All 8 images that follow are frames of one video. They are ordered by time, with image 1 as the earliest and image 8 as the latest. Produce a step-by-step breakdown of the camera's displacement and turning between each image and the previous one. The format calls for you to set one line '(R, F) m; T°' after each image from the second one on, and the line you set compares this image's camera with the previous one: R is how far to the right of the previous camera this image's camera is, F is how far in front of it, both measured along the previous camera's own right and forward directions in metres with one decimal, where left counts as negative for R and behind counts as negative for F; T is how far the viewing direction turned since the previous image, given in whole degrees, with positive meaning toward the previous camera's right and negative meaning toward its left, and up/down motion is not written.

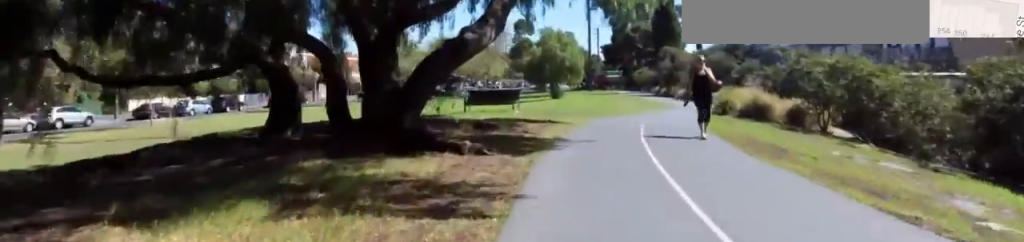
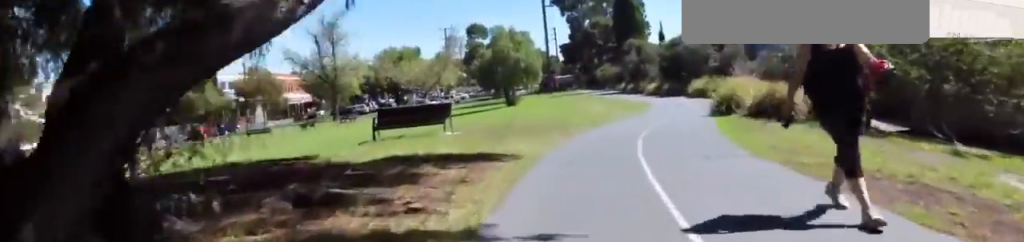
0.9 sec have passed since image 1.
(-0.9, +5.5) m; -1°
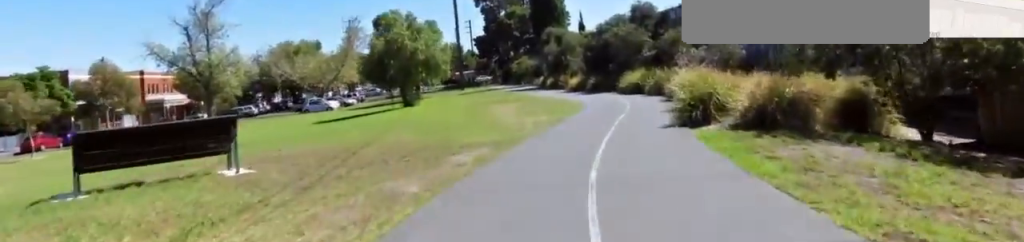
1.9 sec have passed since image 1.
(+0.6, +6.7) m; +6°
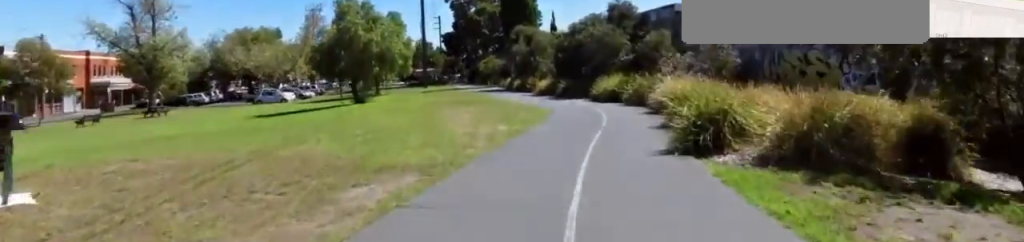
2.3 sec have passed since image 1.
(+0.1, +3.3) m; +2°
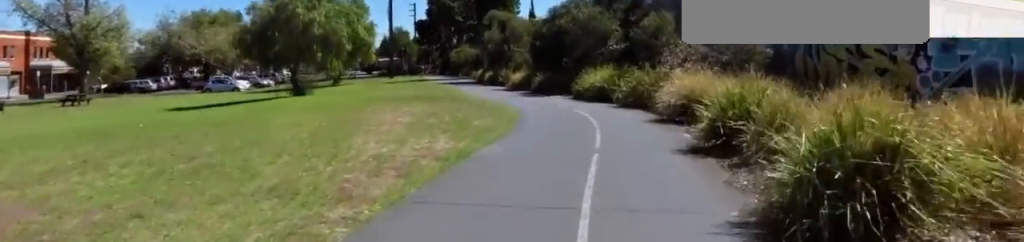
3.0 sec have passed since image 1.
(0.0, +5.2) m; 0°
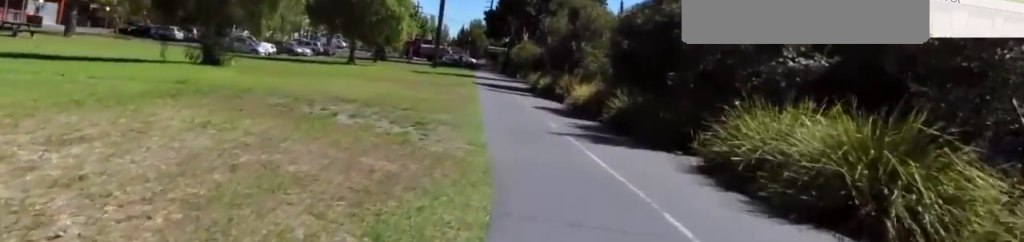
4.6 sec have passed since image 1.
(-0.1, +13.5) m; -7°
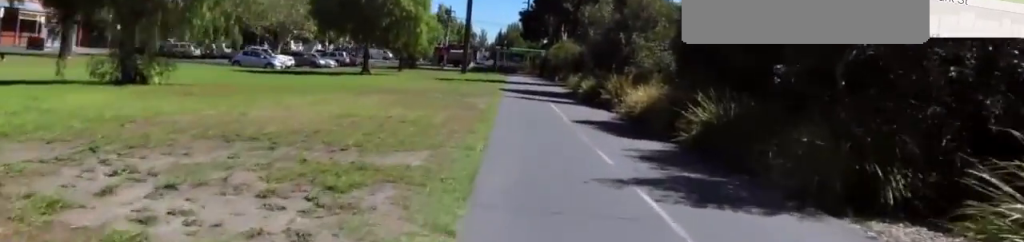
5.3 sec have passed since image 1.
(-0.1, +5.1) m; -5°
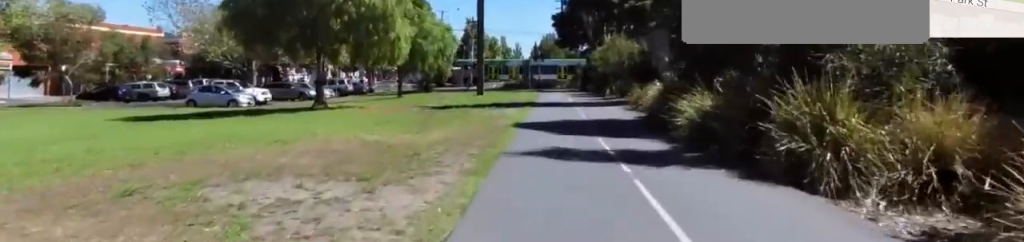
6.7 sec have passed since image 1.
(-0.2, +11.9) m; +1°
